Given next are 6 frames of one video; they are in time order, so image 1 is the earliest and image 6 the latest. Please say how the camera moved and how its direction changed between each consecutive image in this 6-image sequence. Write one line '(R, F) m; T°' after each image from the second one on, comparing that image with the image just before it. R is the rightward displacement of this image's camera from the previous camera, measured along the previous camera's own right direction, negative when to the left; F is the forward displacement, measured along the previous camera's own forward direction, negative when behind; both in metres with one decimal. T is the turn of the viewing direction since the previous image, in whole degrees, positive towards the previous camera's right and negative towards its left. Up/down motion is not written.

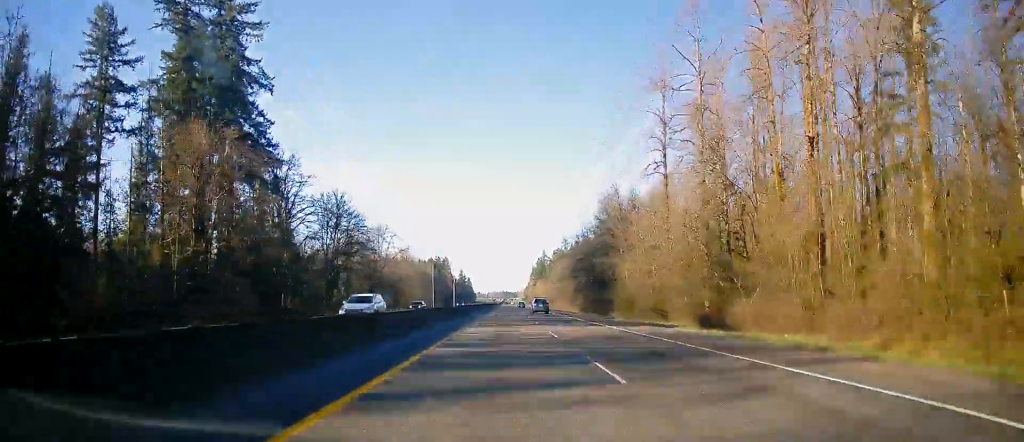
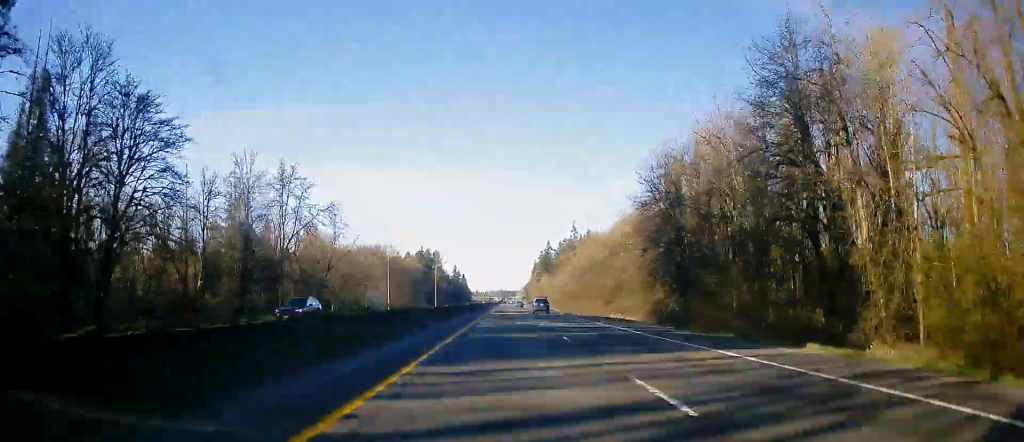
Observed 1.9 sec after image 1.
(-0.7, +63.3) m; 0°
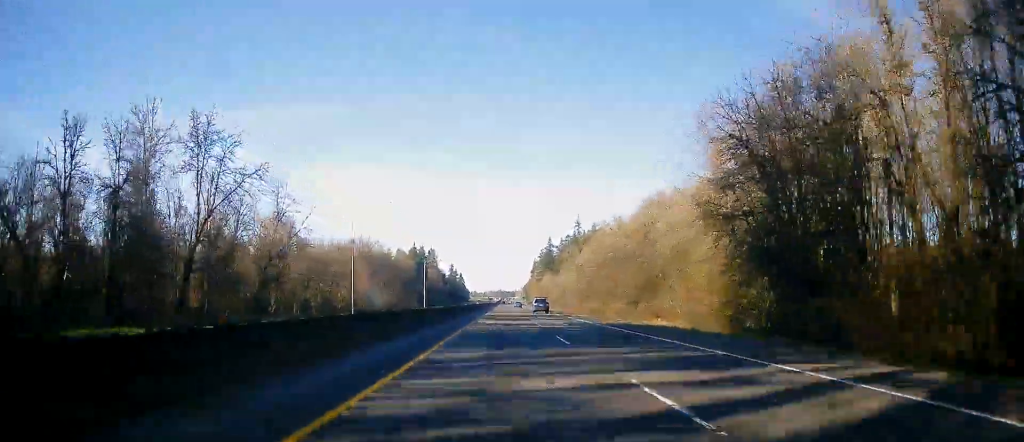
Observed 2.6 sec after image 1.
(+0.6, +24.4) m; 0°
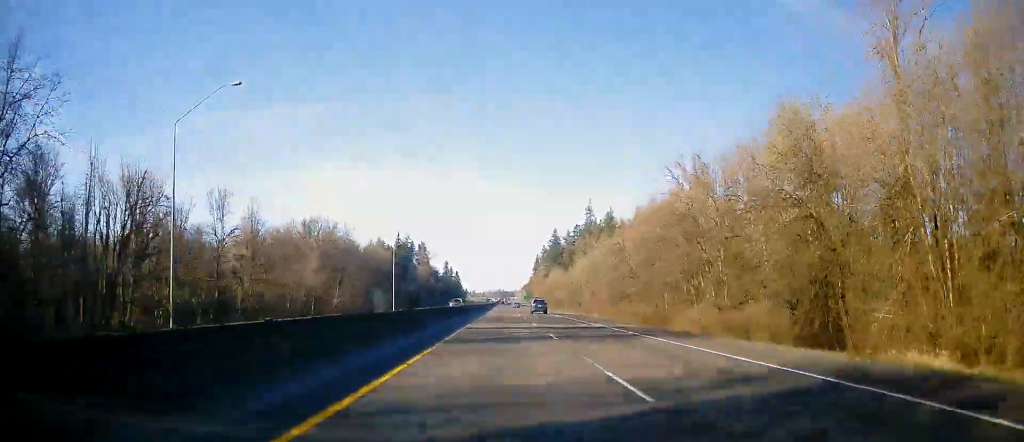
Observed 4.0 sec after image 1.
(-0.6, +46.6) m; -1°
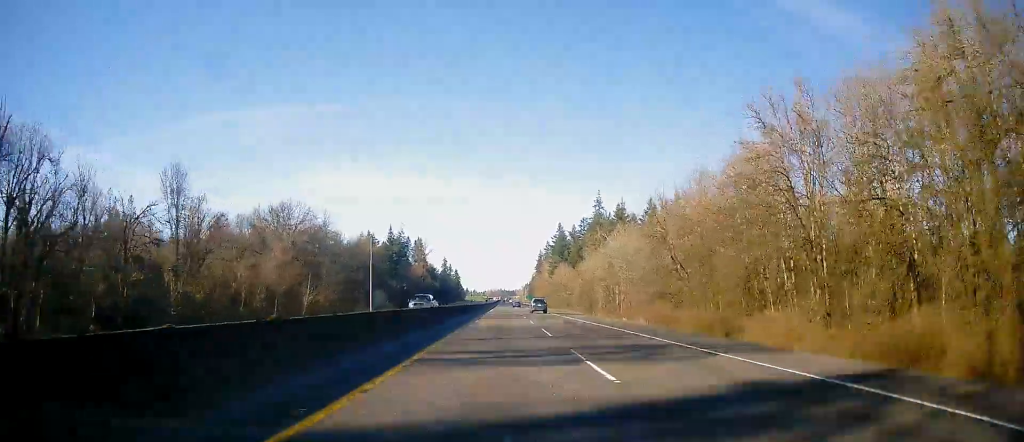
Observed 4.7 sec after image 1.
(+0.2, +22.3) m; 0°
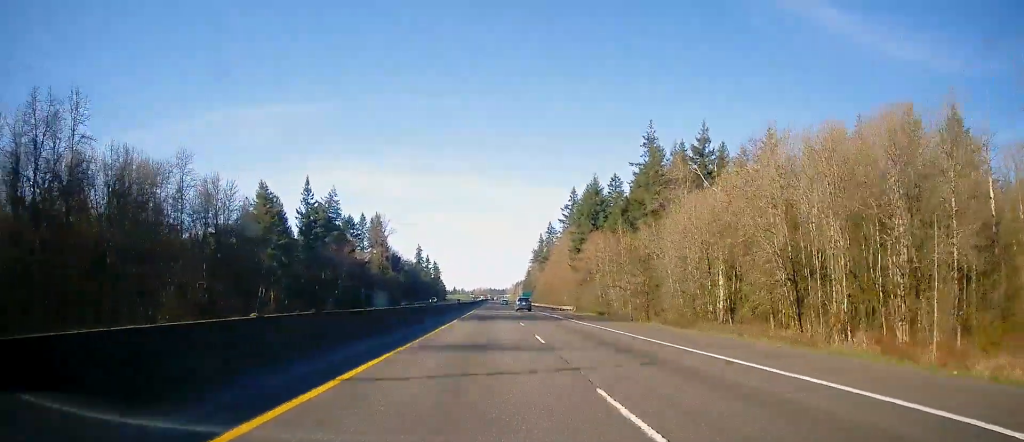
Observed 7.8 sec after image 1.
(+0.4, +102.6) m; +1°
